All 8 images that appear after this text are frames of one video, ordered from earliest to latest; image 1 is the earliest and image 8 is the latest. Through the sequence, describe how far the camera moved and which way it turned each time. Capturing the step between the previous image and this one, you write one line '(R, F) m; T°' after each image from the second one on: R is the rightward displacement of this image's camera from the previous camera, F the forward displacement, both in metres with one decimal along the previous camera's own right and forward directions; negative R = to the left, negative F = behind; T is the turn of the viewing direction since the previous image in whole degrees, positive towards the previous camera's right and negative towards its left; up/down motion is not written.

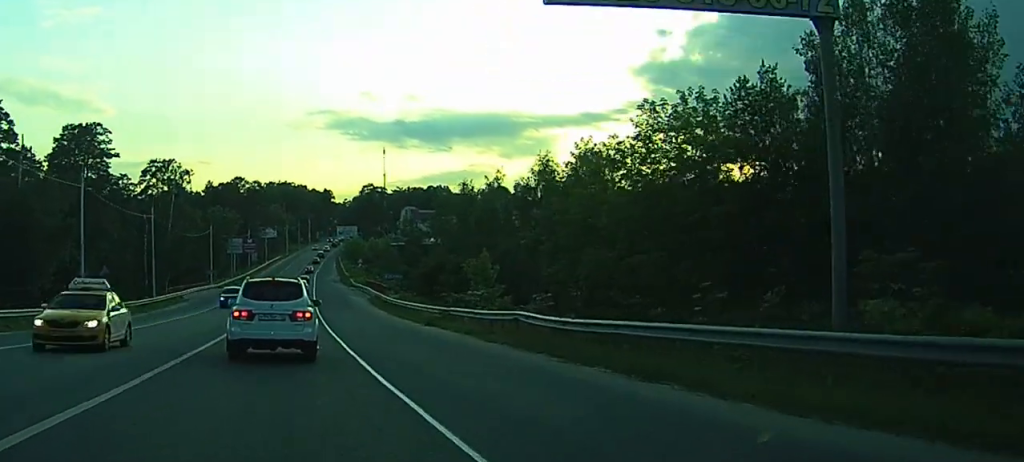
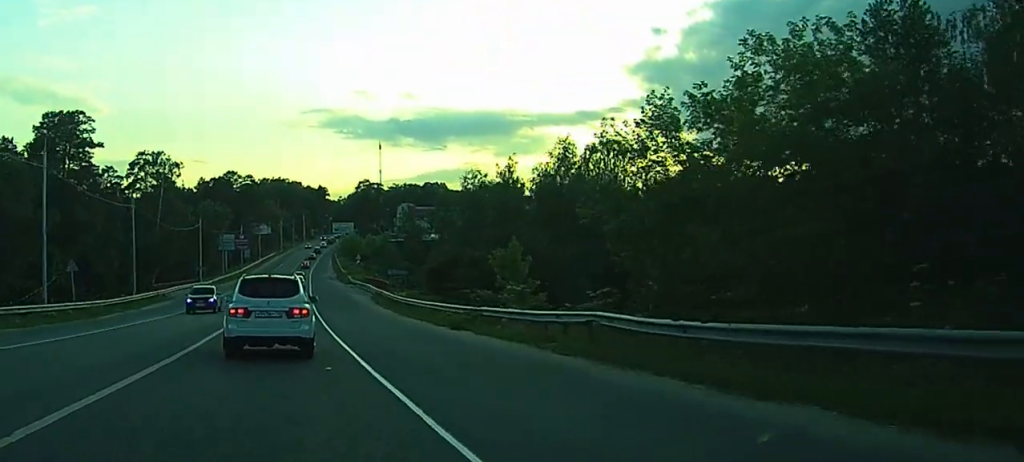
(+0.1, +7.6) m; +1°
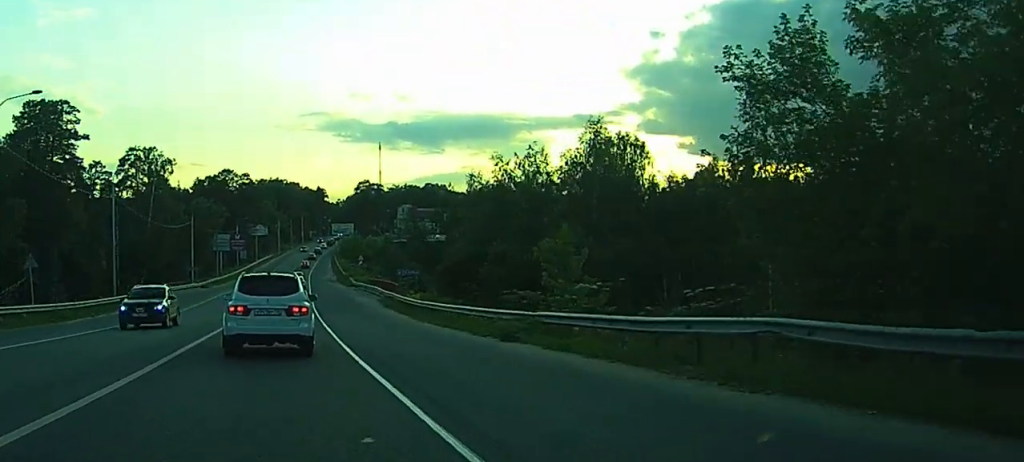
(+0.1, +8.1) m; 0°
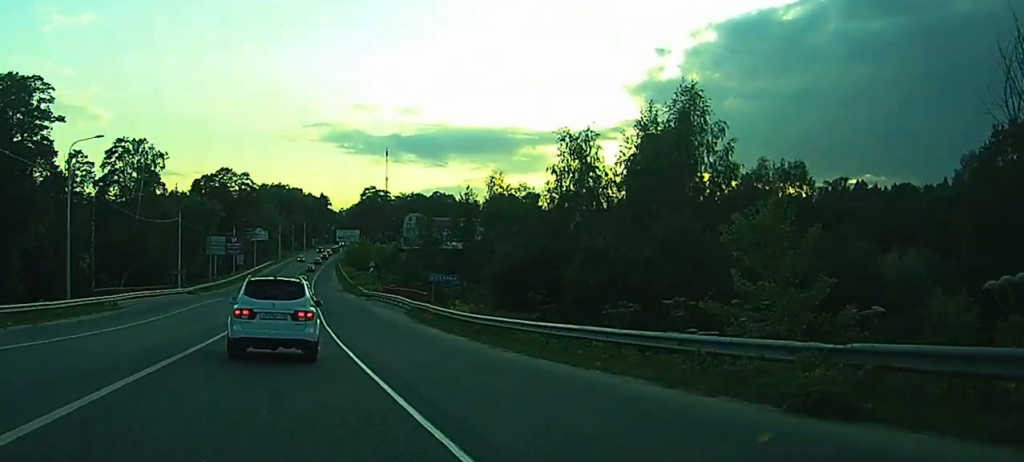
(0.0, +15.1) m; +1°
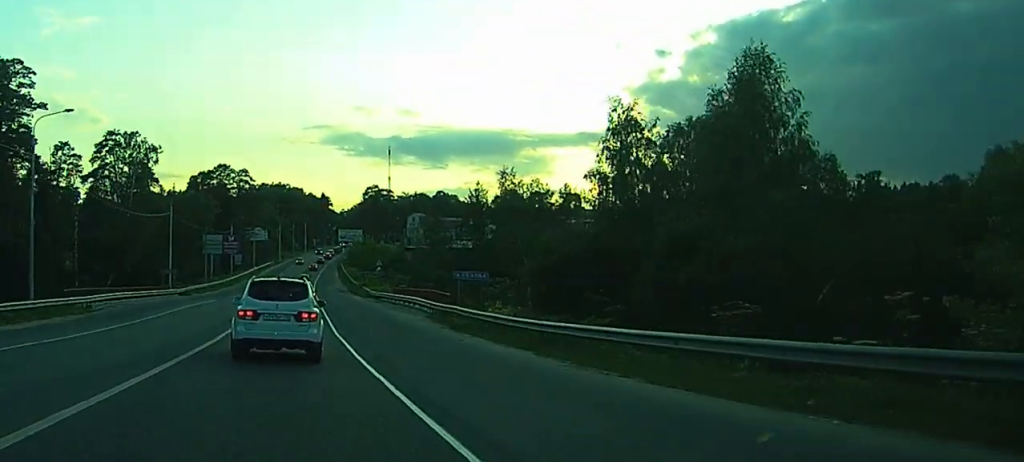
(+0.1, +8.1) m; +1°
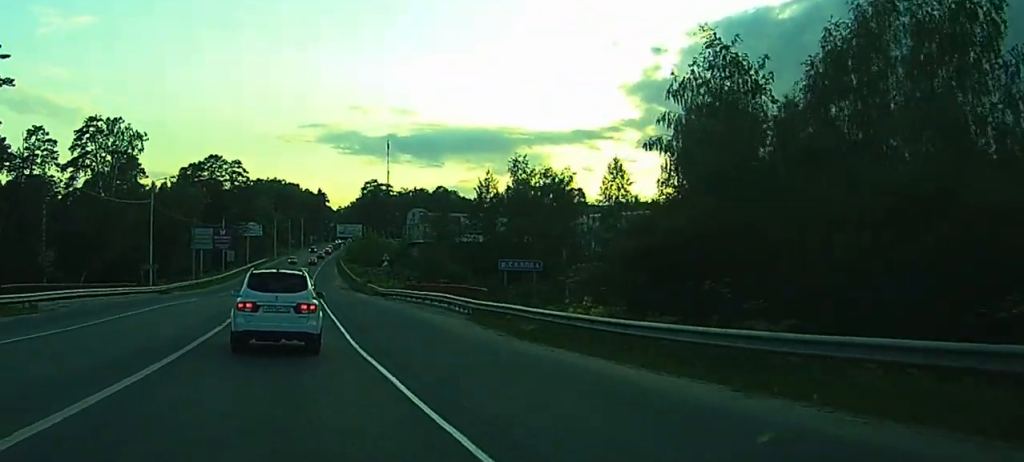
(+0.2, +10.6) m; +1°
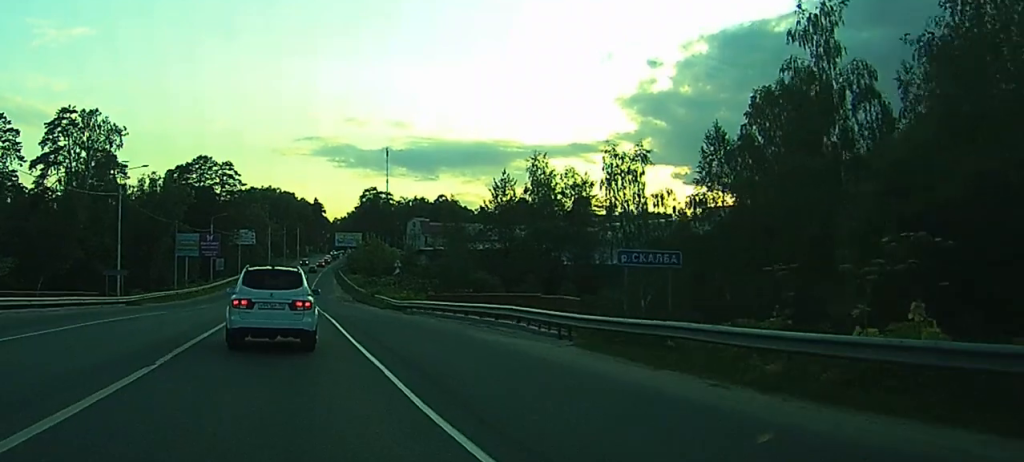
(0.0, +13.7) m; 0°
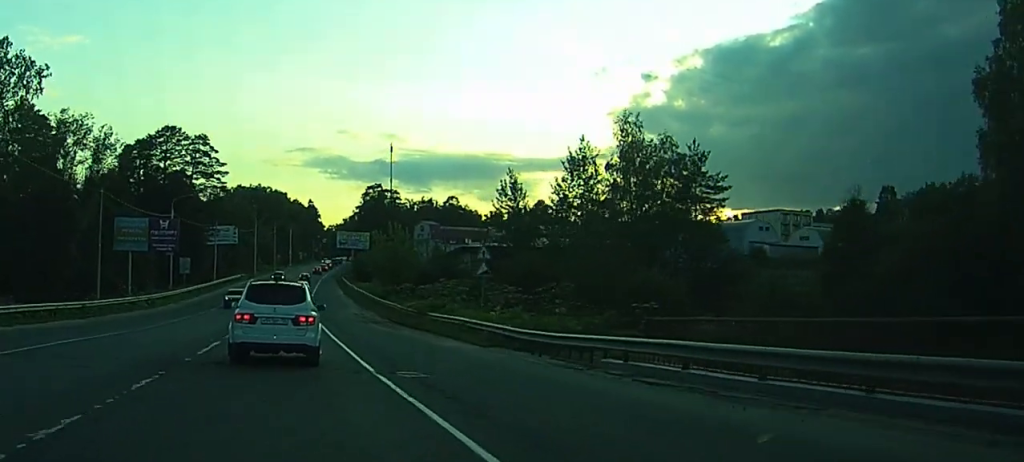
(+0.5, +37.9) m; +1°
